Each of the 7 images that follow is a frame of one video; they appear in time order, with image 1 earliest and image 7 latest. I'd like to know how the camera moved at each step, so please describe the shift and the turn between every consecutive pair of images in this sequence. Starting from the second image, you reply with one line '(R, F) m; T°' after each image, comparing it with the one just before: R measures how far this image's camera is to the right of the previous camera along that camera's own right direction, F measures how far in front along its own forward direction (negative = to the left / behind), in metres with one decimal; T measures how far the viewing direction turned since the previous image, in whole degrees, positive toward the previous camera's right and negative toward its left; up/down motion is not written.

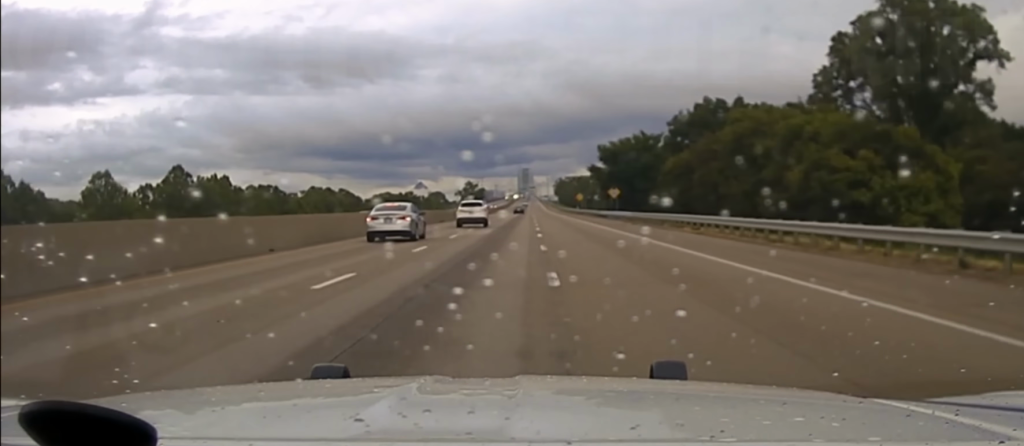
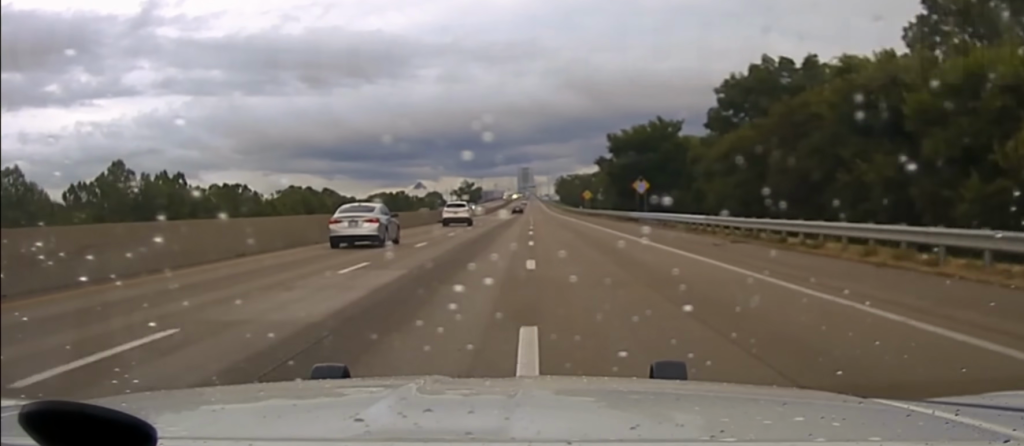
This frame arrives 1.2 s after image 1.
(+0.4, +31.9) m; 0°
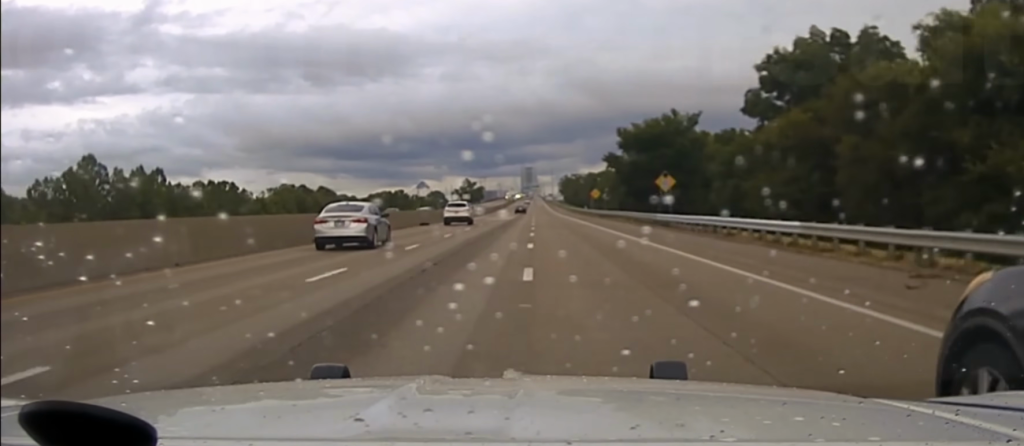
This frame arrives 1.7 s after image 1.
(-0.1, +15.6) m; 0°
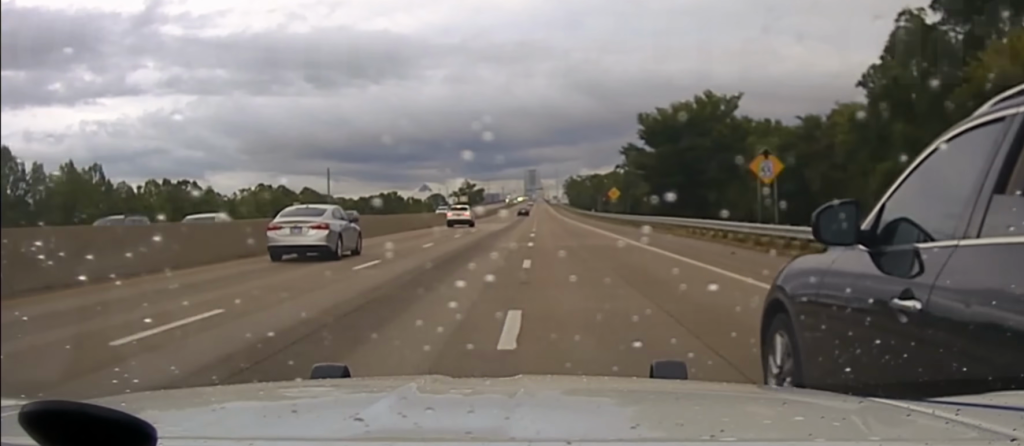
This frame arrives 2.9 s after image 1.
(-0.4, +39.6) m; -1°
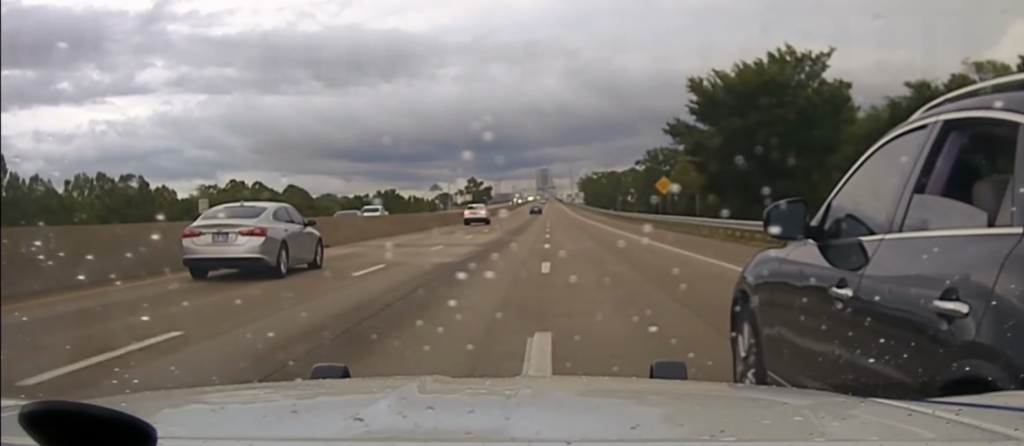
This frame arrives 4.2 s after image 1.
(0.0, +40.5) m; 0°
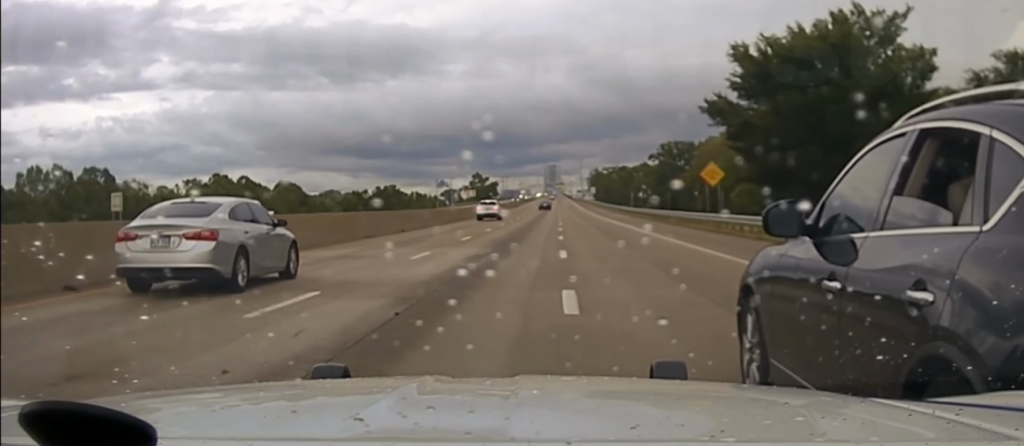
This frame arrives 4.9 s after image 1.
(0.0, +16.9) m; 0°
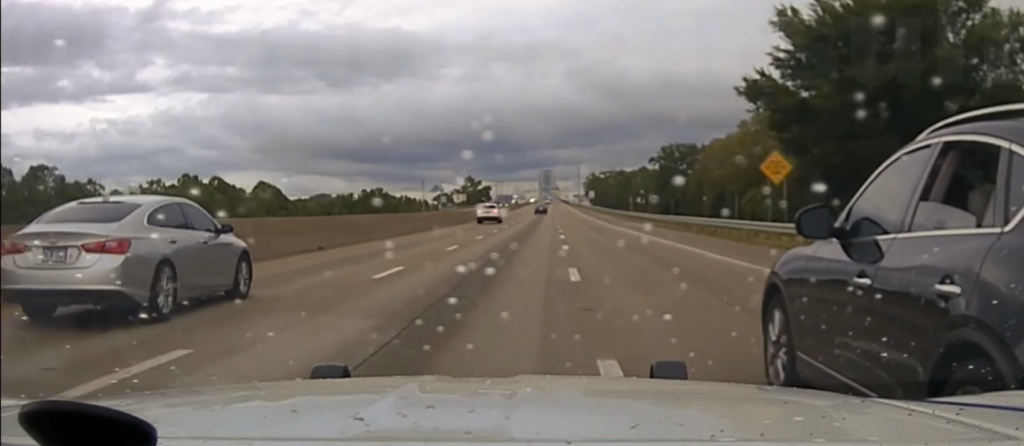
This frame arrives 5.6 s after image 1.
(0.0, +15.5) m; 0°
